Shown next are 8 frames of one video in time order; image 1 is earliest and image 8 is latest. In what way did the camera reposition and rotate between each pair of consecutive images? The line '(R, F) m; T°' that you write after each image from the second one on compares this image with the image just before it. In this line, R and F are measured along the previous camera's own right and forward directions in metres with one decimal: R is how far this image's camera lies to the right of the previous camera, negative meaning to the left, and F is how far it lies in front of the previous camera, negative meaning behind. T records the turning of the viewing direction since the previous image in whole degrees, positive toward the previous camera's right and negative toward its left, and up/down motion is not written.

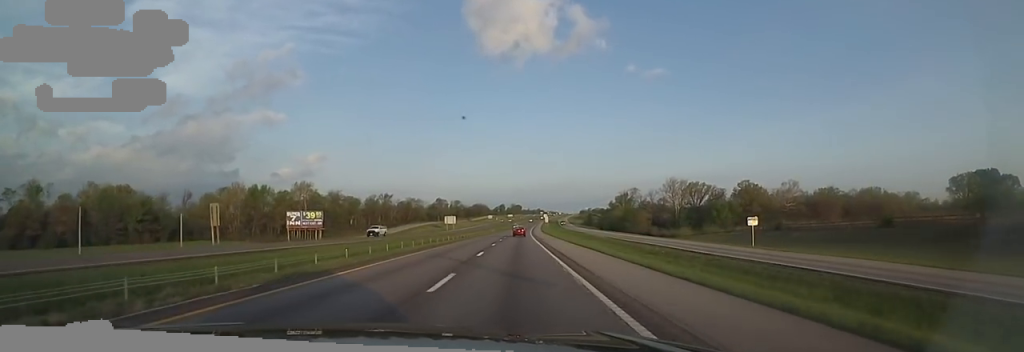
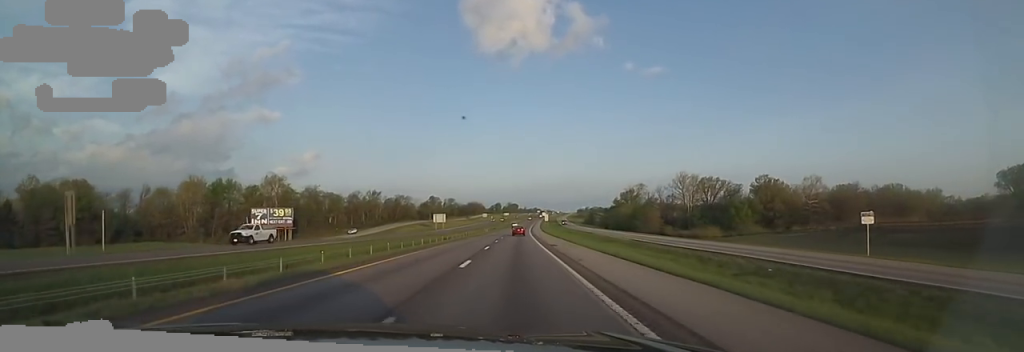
(+0.6, +18.8) m; 0°
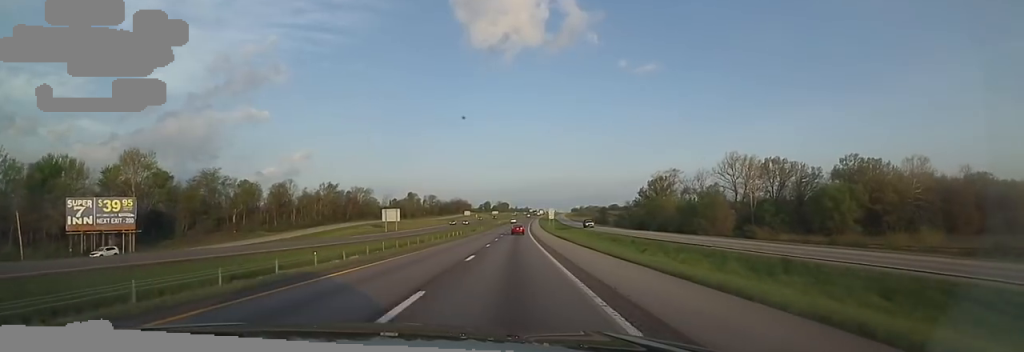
(+0.1, +57.4) m; +2°
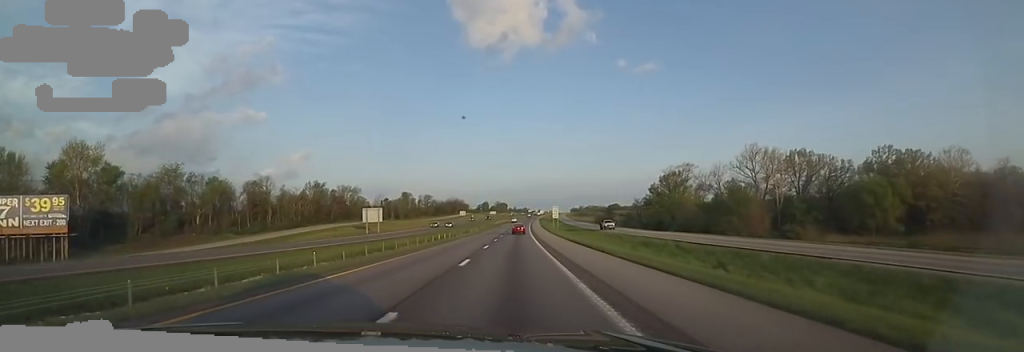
(+0.7, +14.4) m; +1°
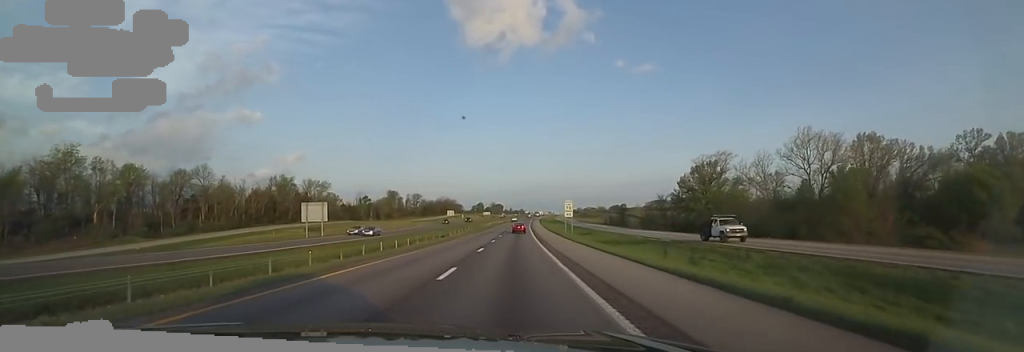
(-0.3, +29.4) m; 0°
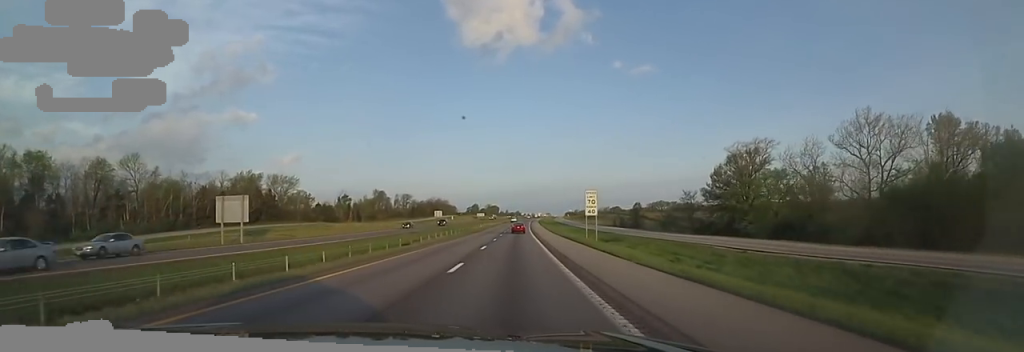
(-0.1, +22.8) m; 0°
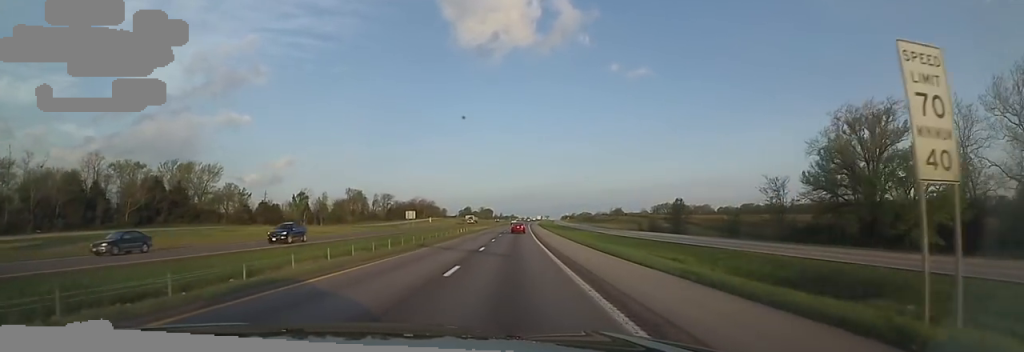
(+0.3, +38.6) m; +1°
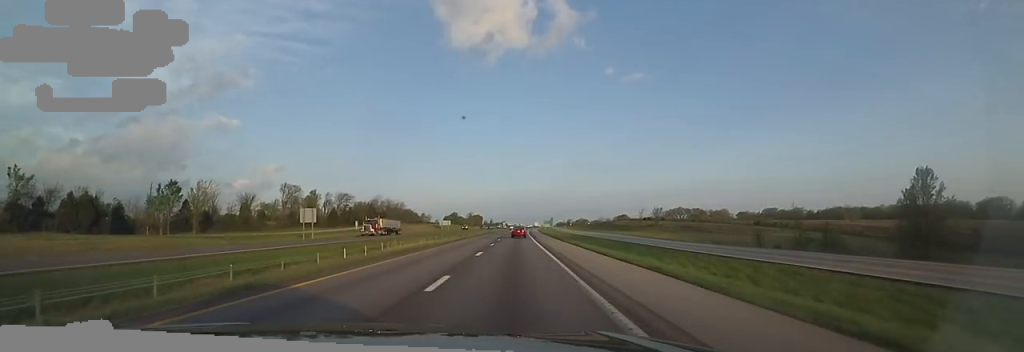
(-0.6, +63.3) m; -1°
